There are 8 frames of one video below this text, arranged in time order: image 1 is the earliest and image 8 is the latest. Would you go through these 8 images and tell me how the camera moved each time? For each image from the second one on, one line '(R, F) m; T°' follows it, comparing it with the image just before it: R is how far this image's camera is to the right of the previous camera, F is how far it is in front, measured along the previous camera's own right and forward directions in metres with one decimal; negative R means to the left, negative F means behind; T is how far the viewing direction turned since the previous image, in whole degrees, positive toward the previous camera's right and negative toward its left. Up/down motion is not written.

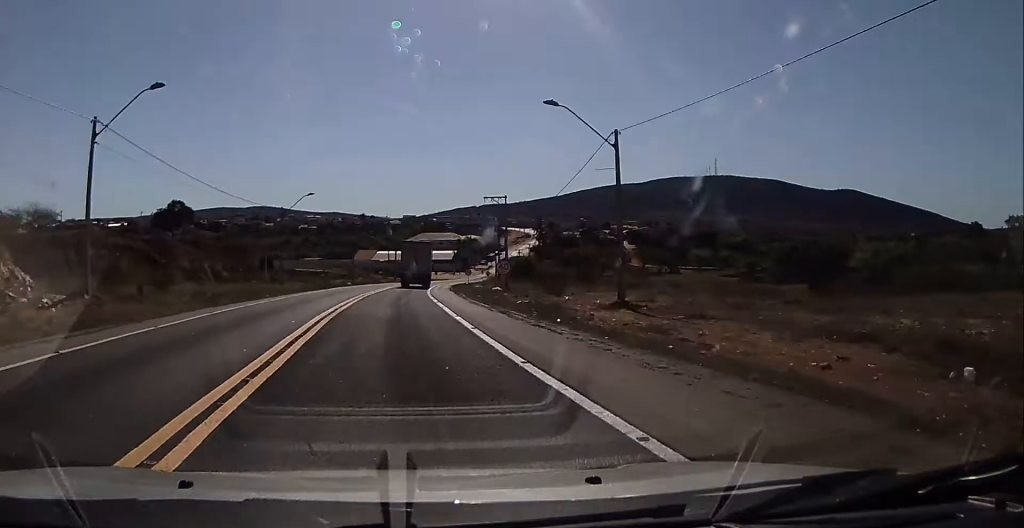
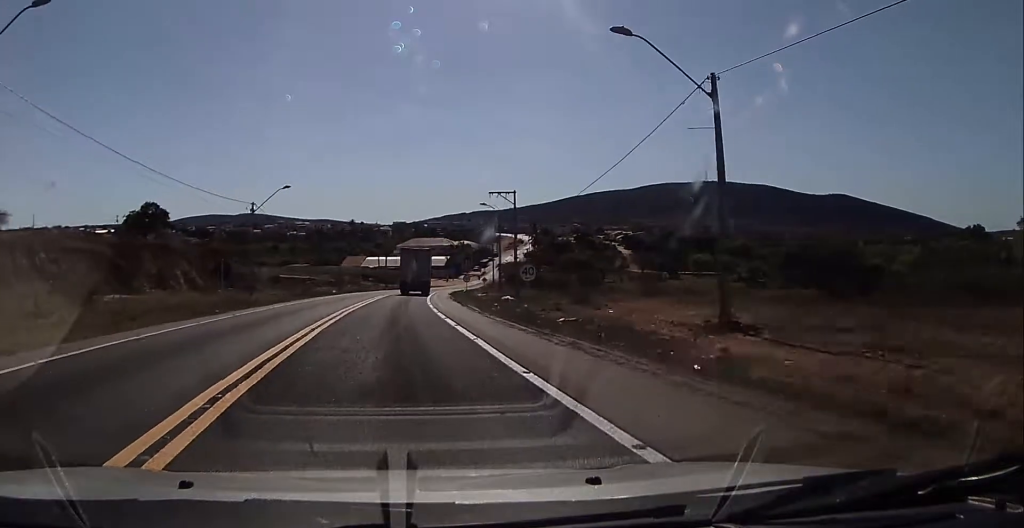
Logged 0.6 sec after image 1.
(0.0, +10.2) m; +2°
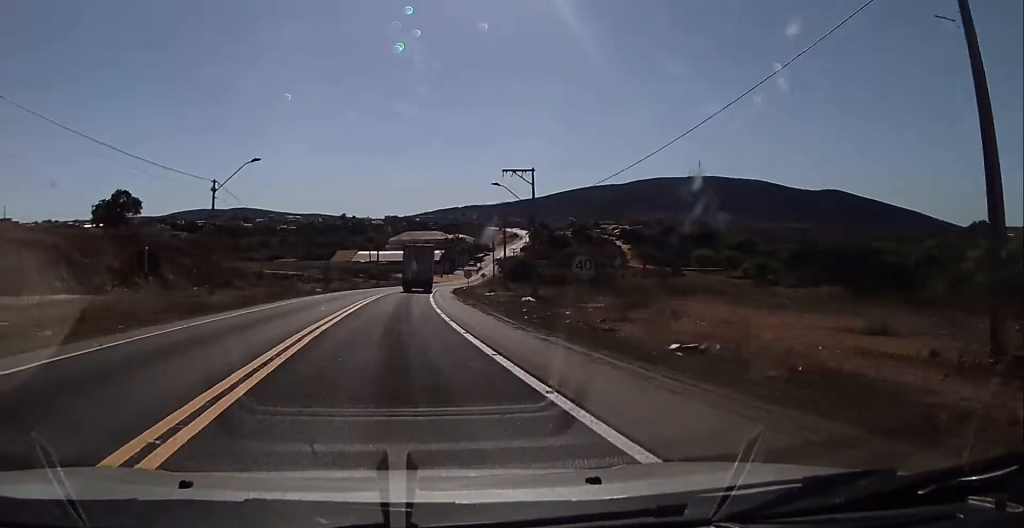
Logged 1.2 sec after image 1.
(+0.2, +10.6) m; +1°
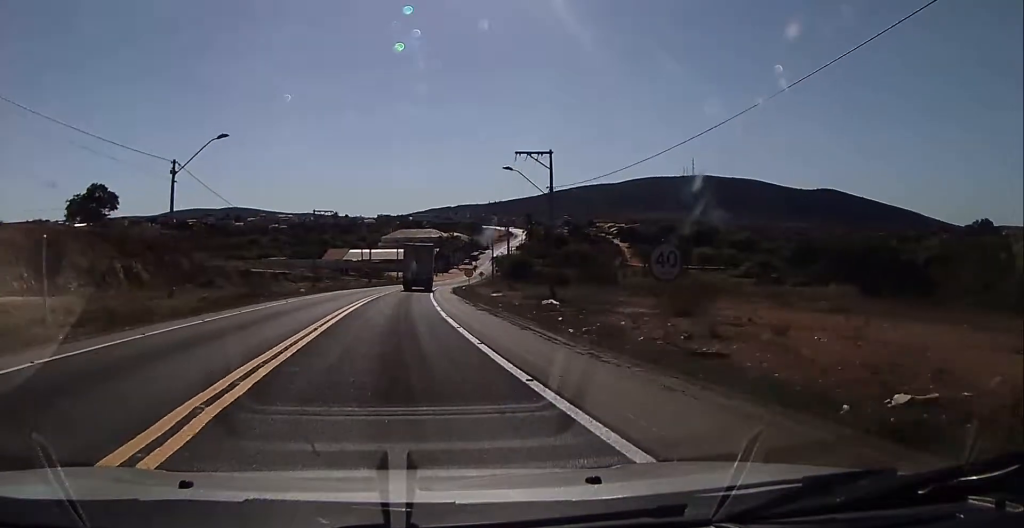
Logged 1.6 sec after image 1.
(+0.2, +7.6) m; +1°
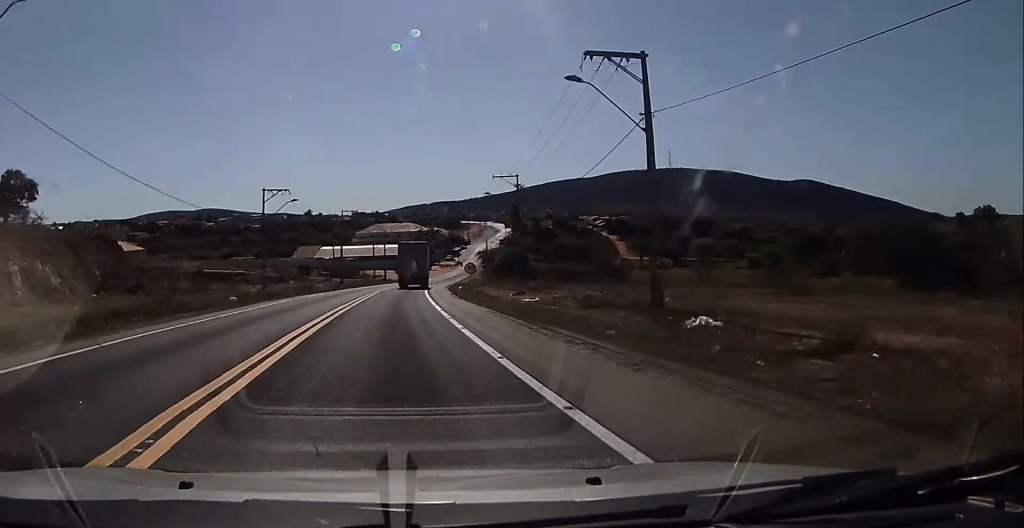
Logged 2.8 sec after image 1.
(+0.2, +20.3) m; +1°
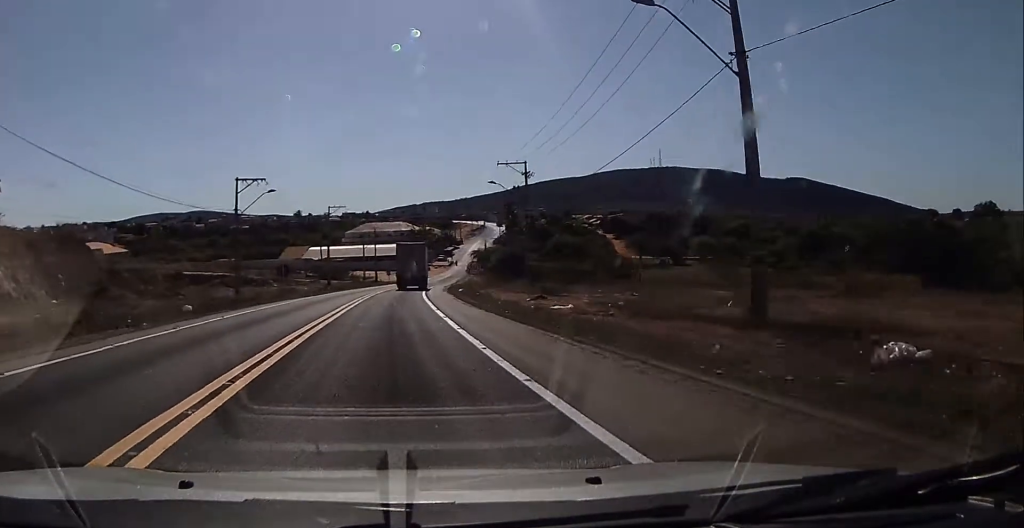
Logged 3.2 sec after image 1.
(+0.1, +7.9) m; 0°
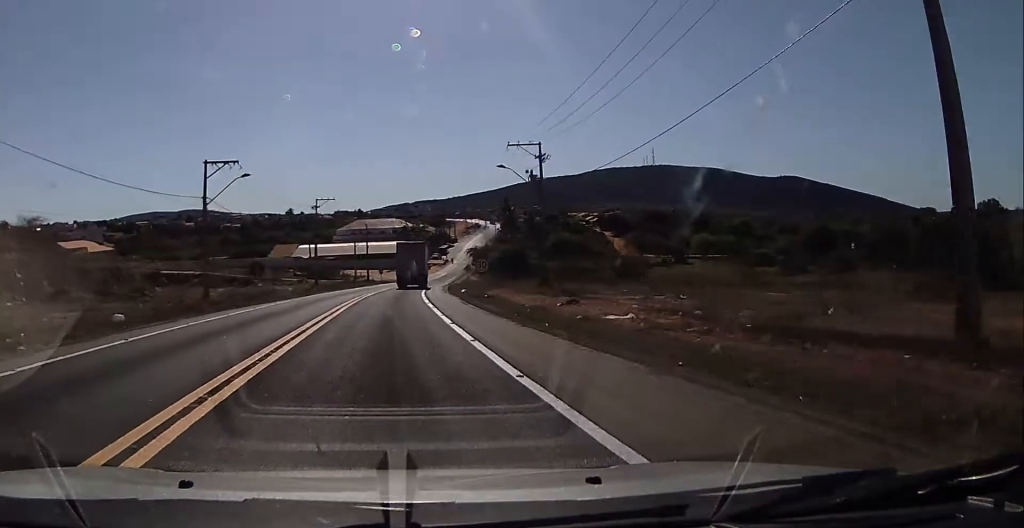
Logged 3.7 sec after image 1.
(+0.1, +7.9) m; 0°
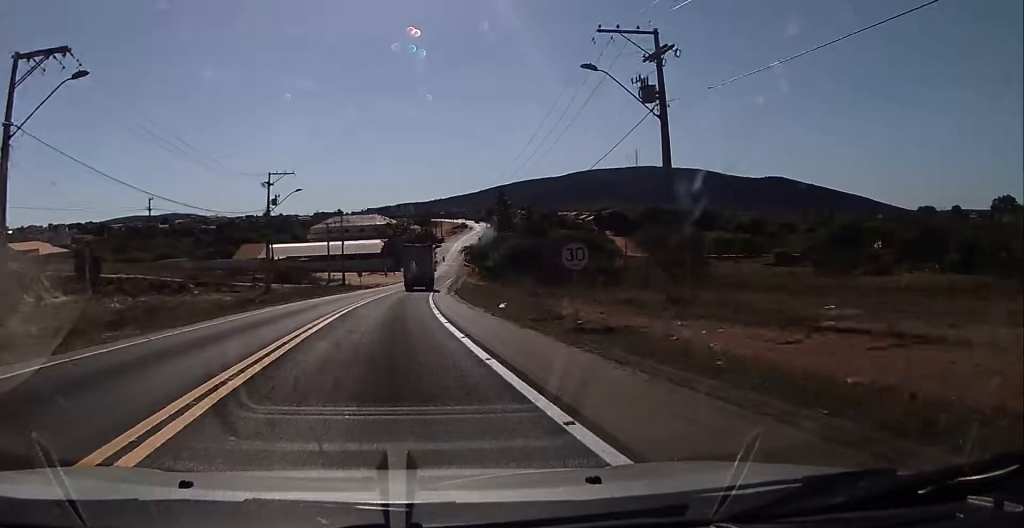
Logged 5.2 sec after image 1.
(+0.4, +24.6) m; +2°
